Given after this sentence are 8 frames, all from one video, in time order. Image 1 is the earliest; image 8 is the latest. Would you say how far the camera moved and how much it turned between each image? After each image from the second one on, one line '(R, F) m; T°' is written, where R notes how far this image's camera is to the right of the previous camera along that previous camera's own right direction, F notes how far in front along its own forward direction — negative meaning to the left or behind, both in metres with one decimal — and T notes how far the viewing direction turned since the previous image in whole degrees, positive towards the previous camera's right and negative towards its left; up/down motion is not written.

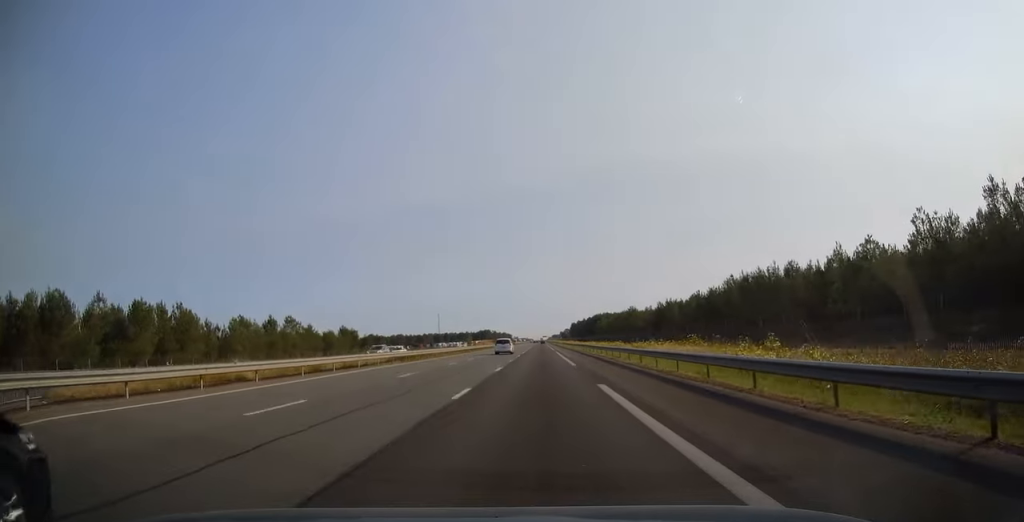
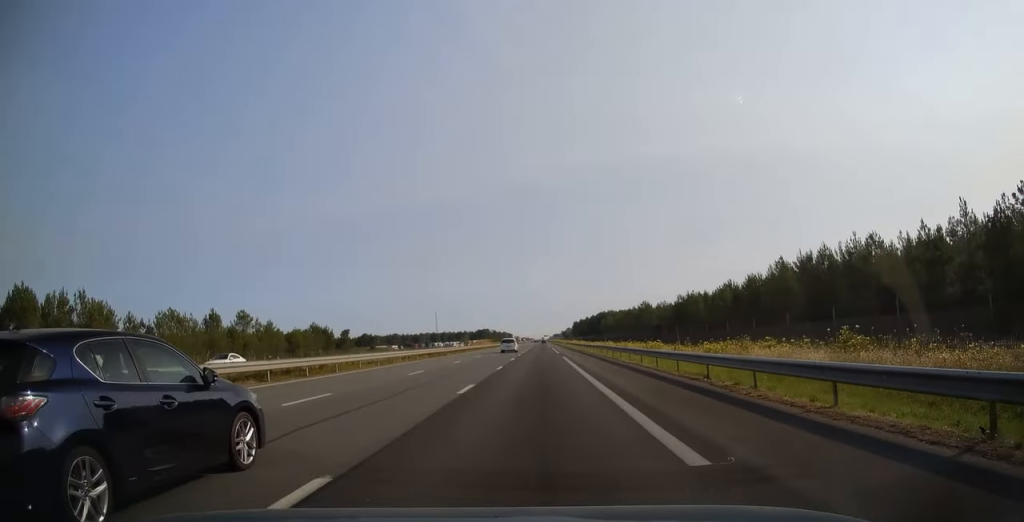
(0.0, +24.0) m; 0°
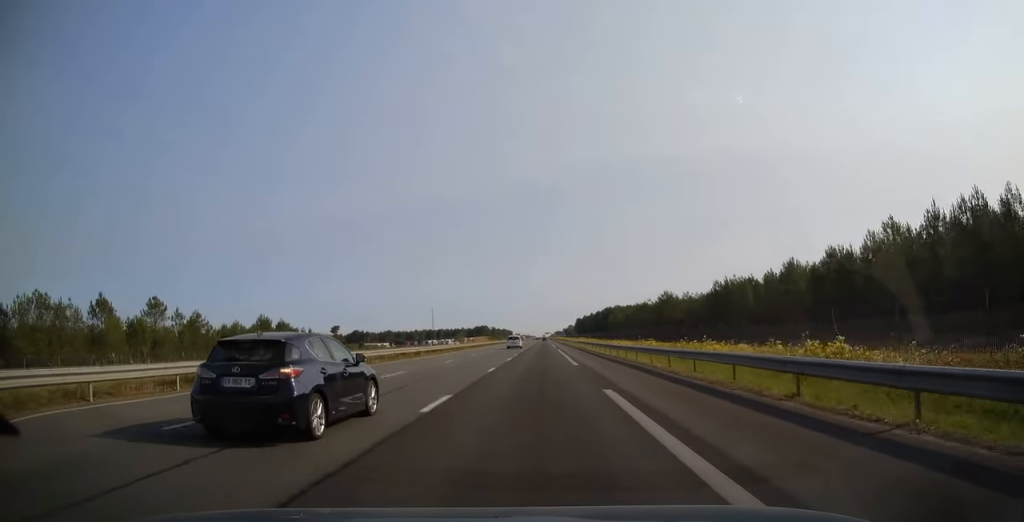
(0.0, +30.4) m; 0°
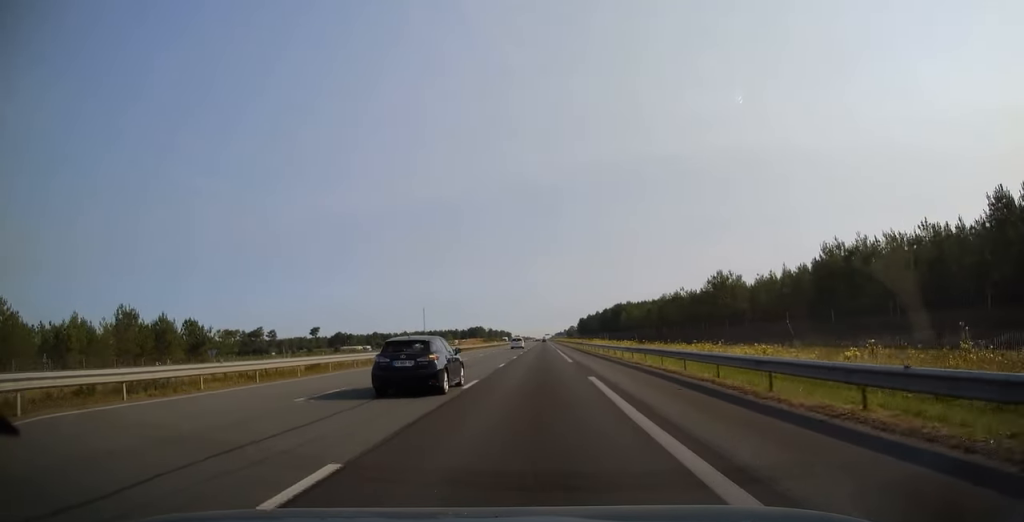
(0.0, +46.6) m; 0°
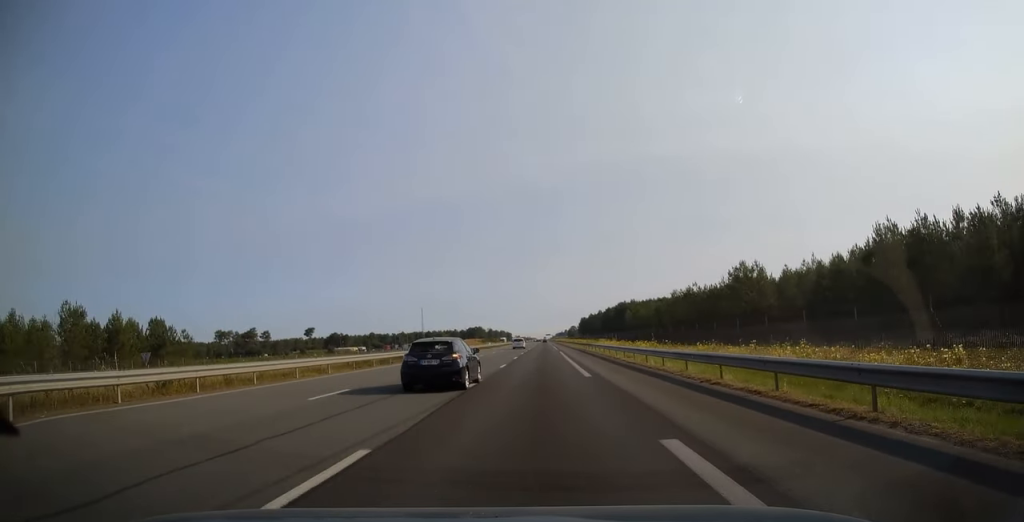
(0.0, +12.3) m; 0°
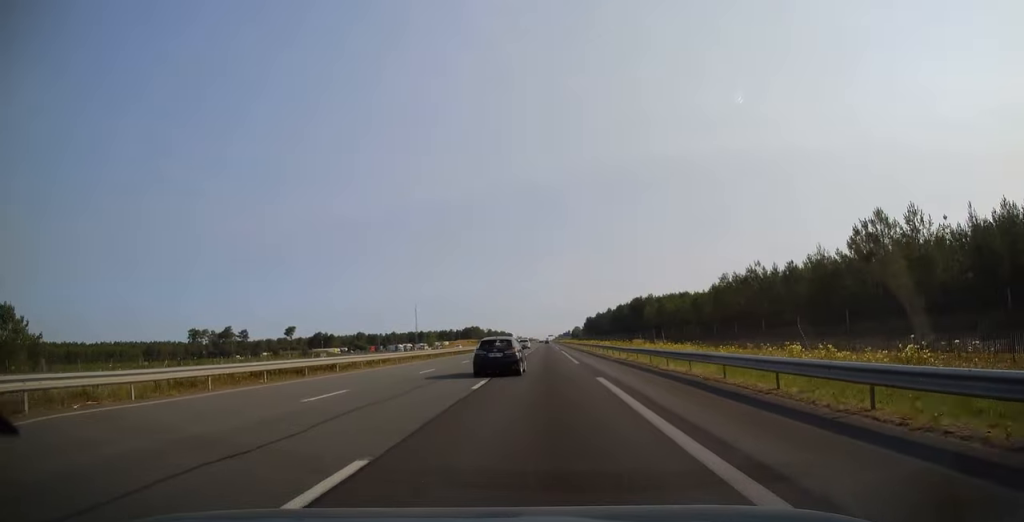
(0.0, +39.7) m; 0°
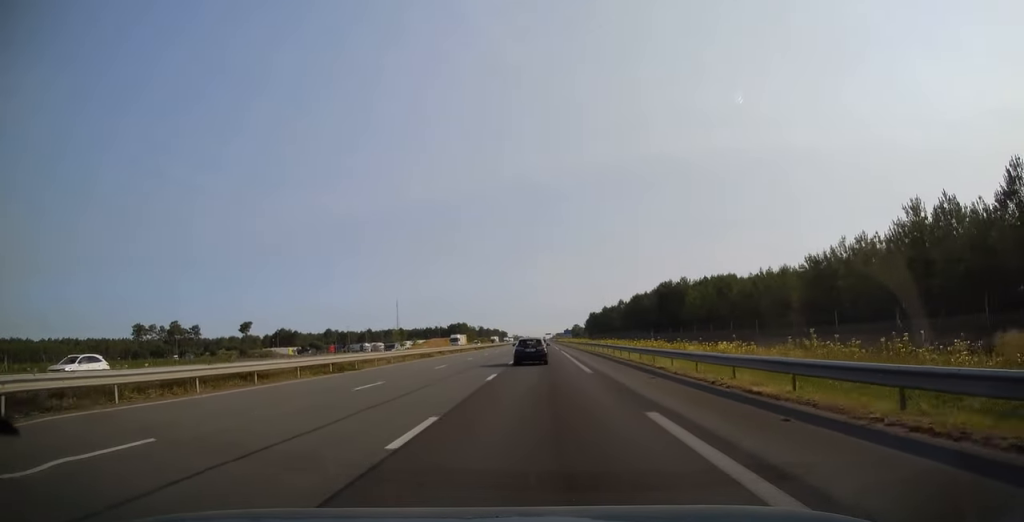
(+0.2, +60.8) m; 0°
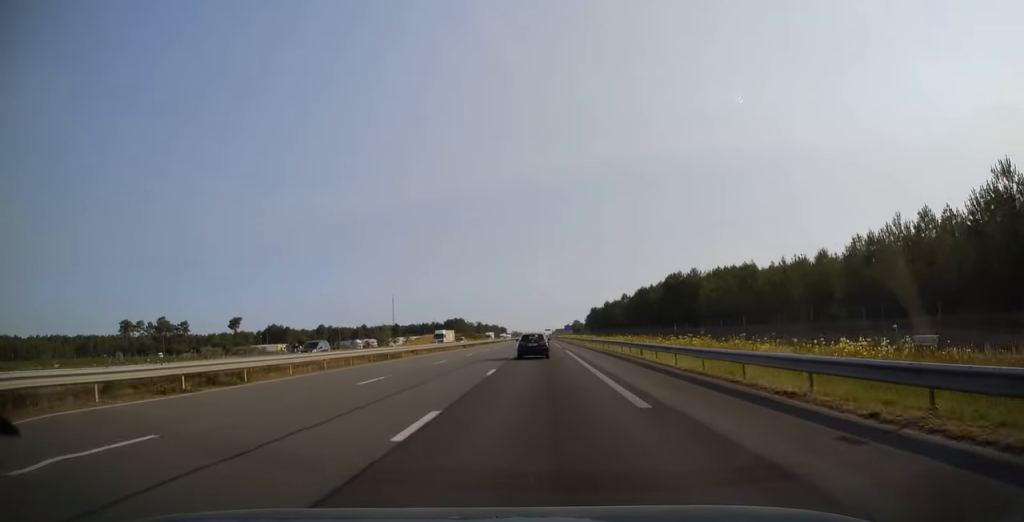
(0.0, +12.7) m; 0°
